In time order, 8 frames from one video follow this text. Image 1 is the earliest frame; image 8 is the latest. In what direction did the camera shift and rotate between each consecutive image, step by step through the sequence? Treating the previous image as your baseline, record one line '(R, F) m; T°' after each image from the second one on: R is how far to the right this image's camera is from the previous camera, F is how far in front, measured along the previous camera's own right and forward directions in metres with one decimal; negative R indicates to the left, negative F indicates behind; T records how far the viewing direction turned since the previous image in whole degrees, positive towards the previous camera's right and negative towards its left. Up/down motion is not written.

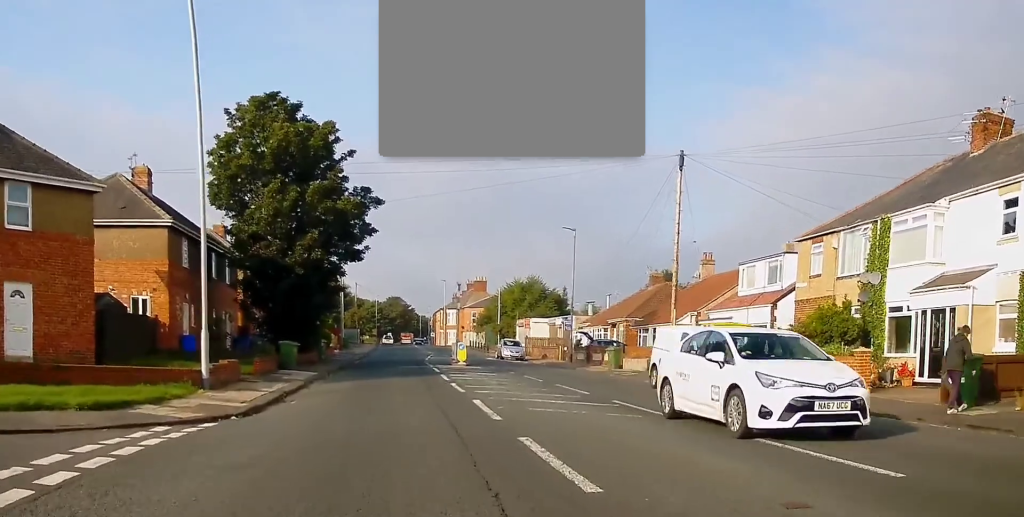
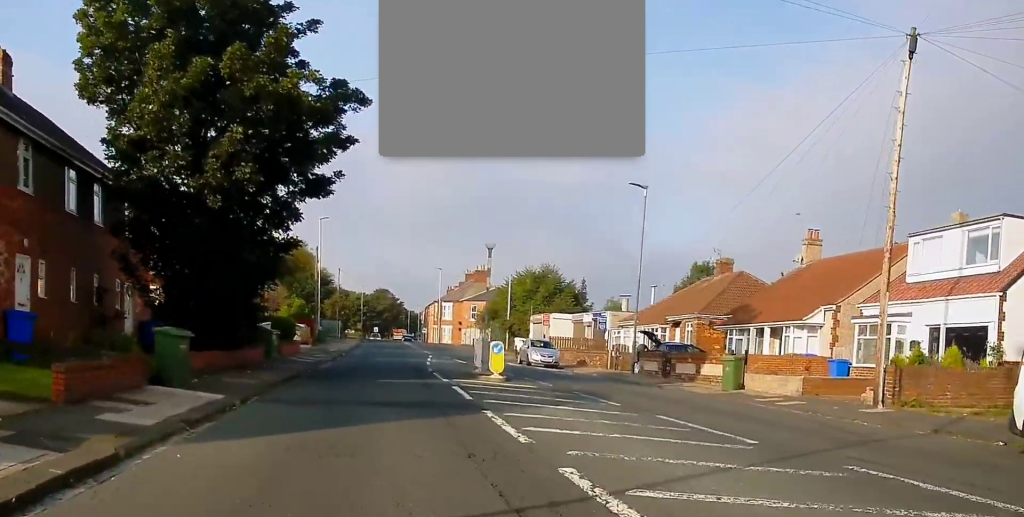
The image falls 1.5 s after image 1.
(+0.6, +15.1) m; 0°
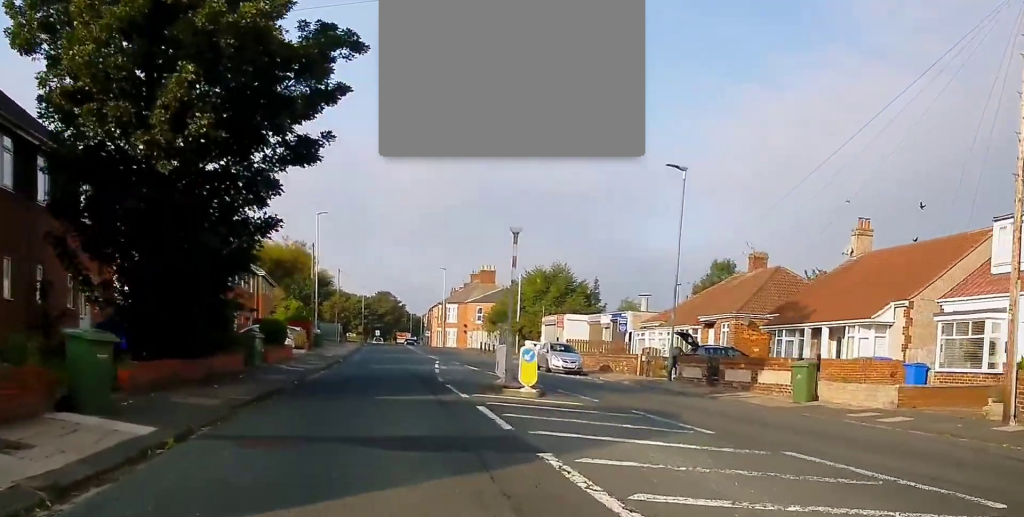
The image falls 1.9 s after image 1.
(0.0, +4.5) m; -1°
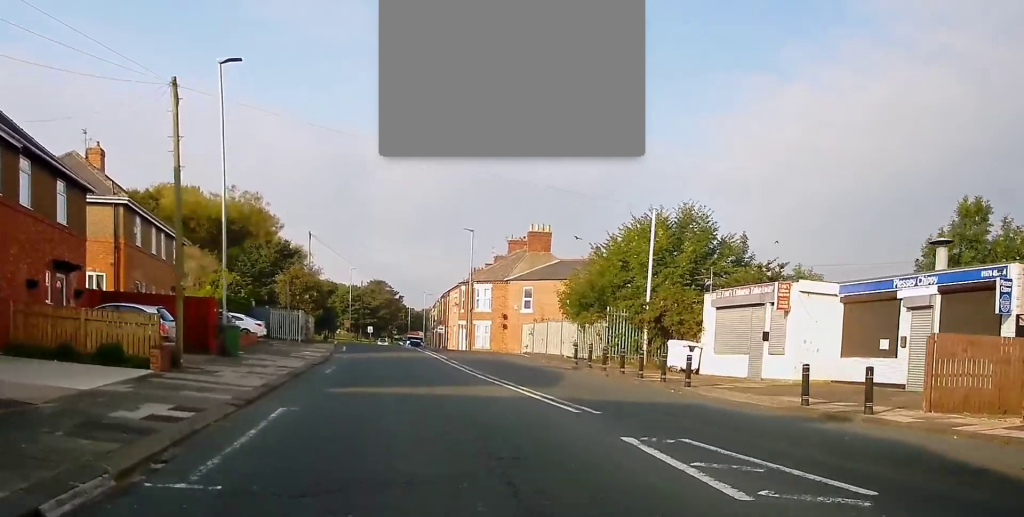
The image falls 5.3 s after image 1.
(+1.0, +35.0) m; +3°
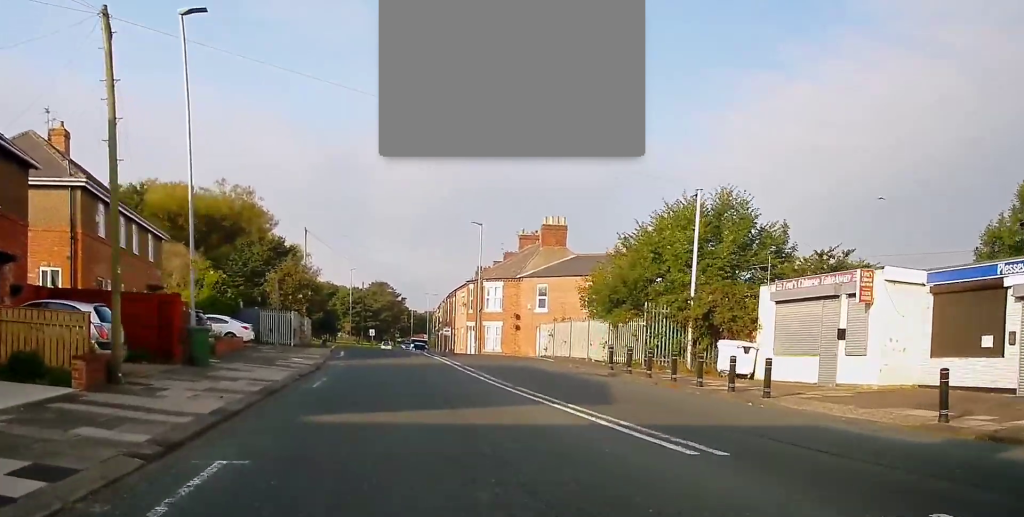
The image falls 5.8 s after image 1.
(0.0, +4.8) m; 0°
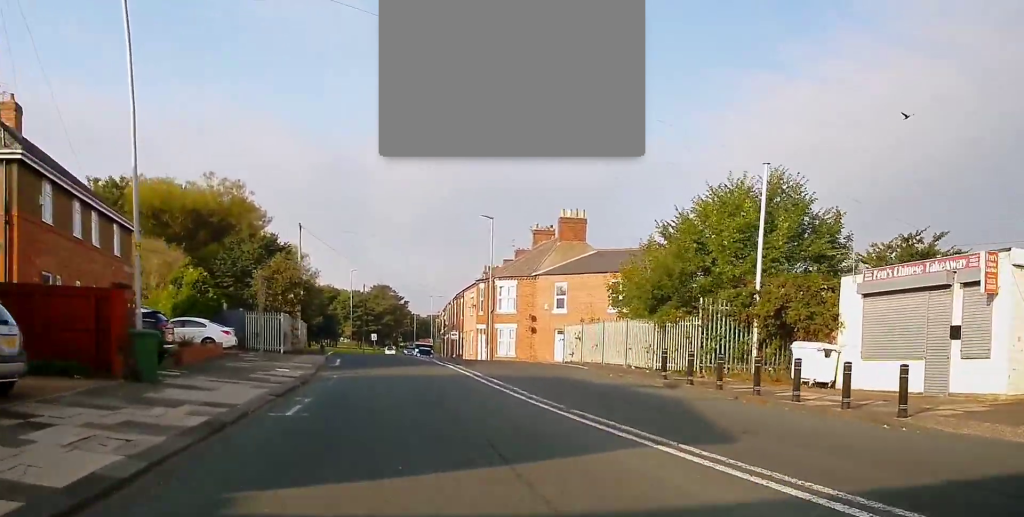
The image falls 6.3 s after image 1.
(0.0, +5.2) m; -1°
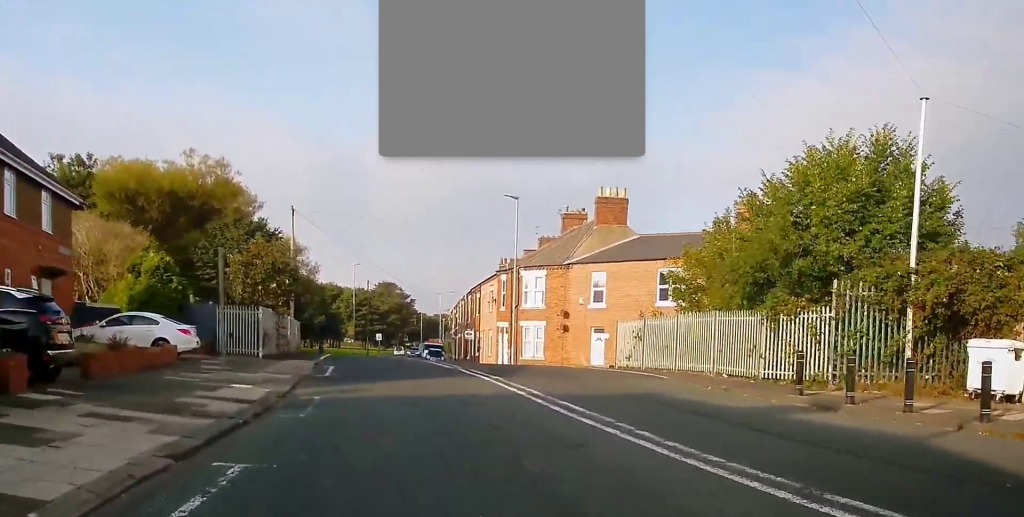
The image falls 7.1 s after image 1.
(-0.1, +7.6) m; -1°
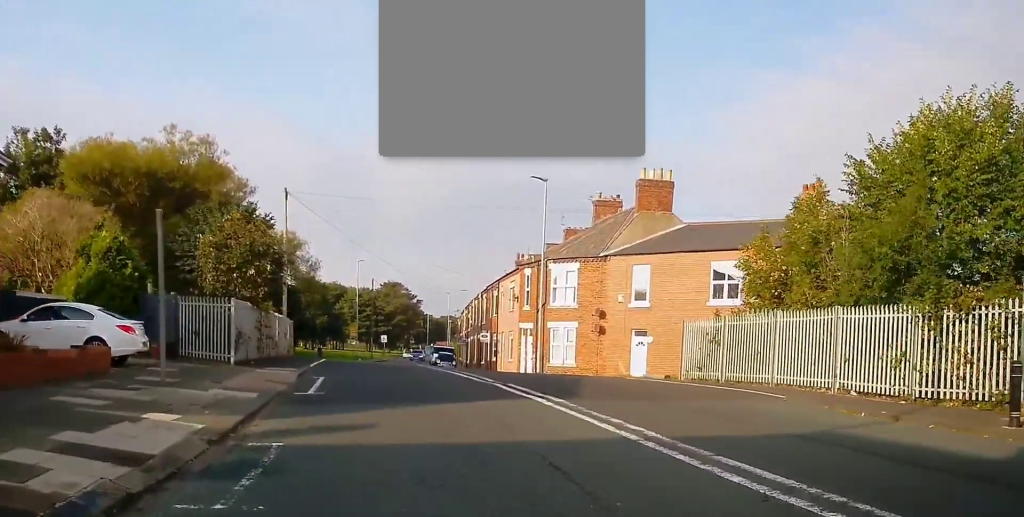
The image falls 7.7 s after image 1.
(-0.3, +6.4) m; 0°
